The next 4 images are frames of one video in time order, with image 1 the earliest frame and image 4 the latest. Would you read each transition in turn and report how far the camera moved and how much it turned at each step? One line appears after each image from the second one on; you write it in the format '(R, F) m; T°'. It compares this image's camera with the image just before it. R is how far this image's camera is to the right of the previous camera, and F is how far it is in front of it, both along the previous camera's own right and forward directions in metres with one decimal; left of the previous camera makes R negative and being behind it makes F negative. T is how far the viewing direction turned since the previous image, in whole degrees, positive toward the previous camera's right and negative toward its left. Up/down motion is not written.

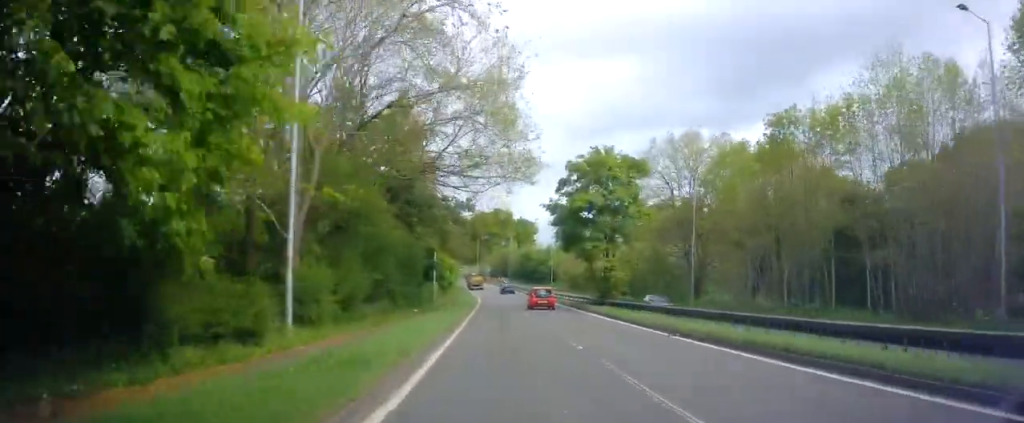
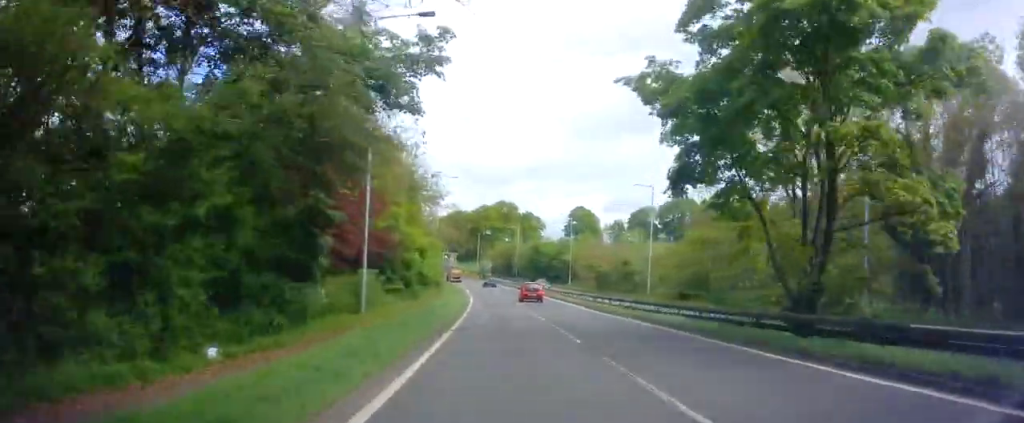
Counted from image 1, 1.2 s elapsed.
(0.0, +26.2) m; 0°
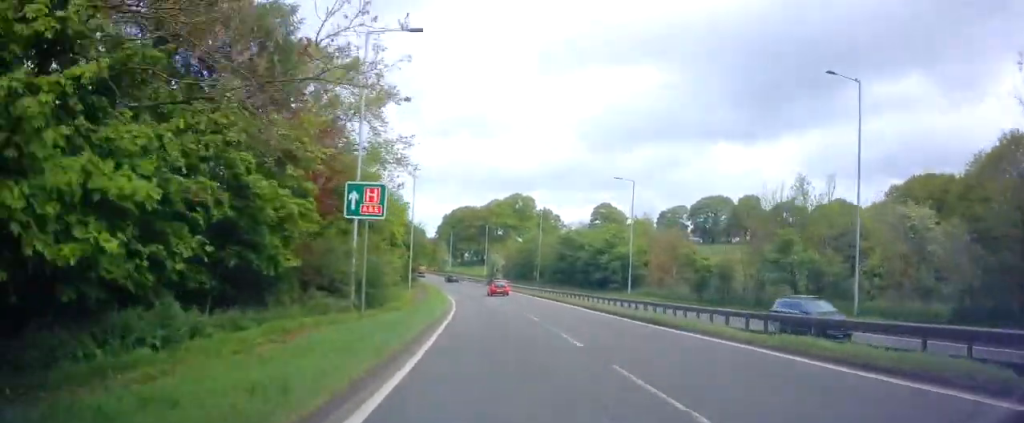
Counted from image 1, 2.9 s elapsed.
(0.0, +36.6) m; -2°
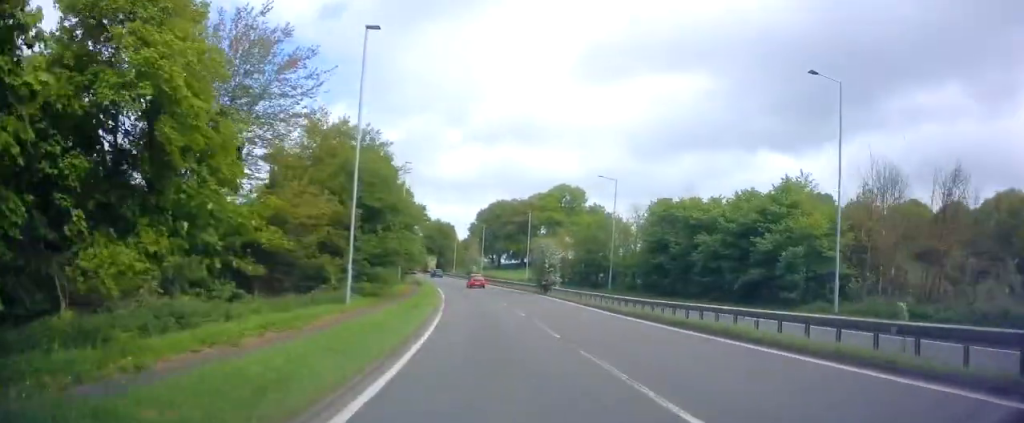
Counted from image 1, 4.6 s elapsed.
(-1.1, +34.0) m; -3°
